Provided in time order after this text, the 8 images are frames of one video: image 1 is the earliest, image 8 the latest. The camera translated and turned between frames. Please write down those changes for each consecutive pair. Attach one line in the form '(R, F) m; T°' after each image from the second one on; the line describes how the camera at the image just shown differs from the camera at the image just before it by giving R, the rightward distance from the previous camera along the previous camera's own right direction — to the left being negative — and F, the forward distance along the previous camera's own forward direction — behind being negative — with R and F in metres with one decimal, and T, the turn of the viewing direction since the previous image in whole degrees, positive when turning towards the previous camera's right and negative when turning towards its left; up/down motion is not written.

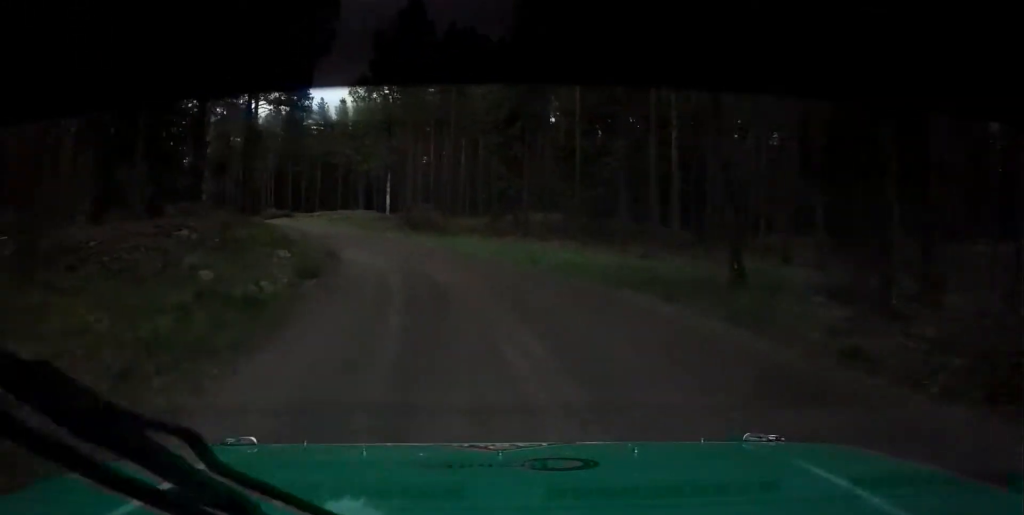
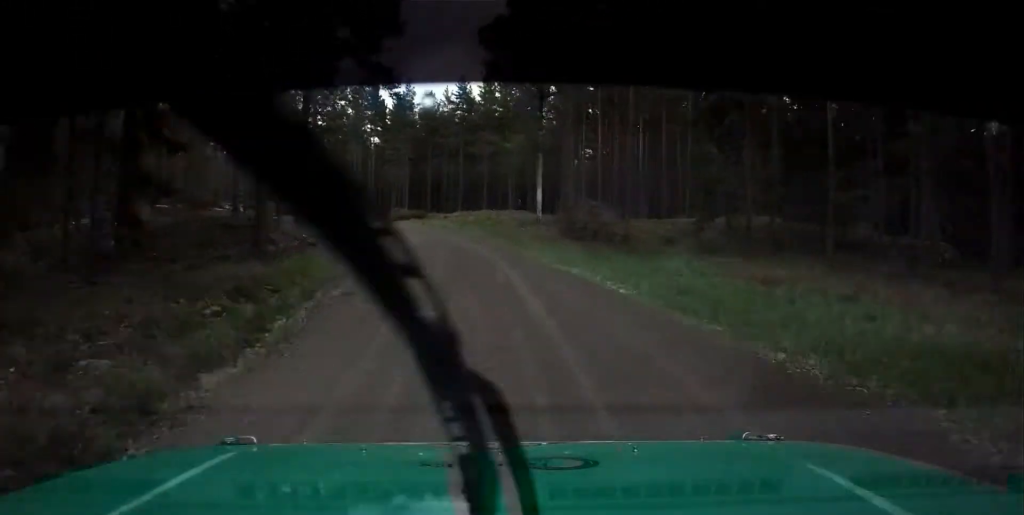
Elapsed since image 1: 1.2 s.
(-1.1, +21.1) m; -7°
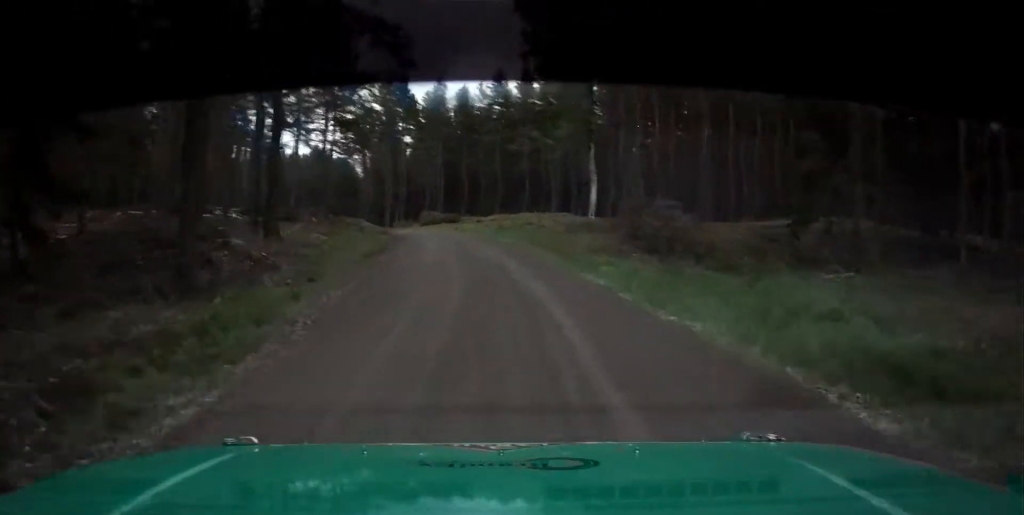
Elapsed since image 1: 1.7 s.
(-0.4, +8.9) m; -3°
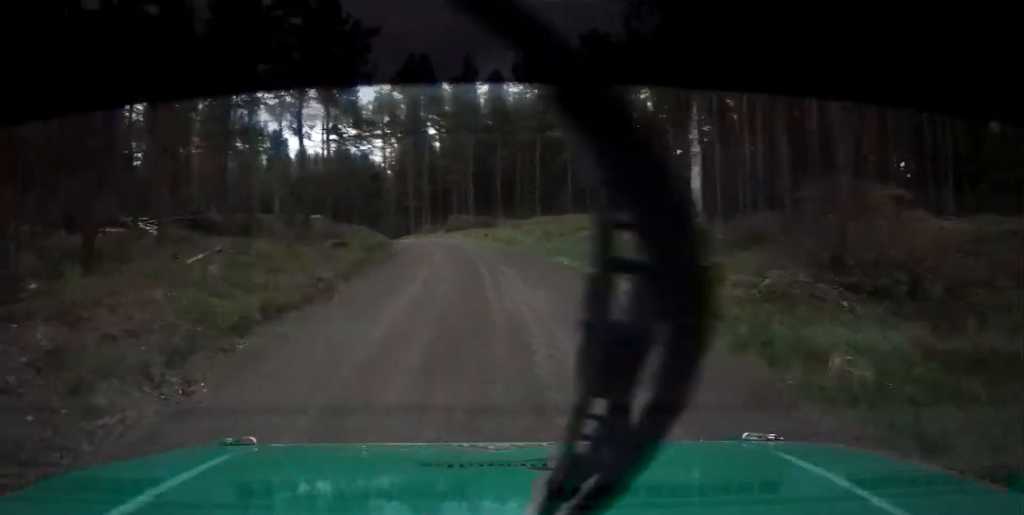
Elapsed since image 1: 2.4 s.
(-0.5, +15.0) m; -4°
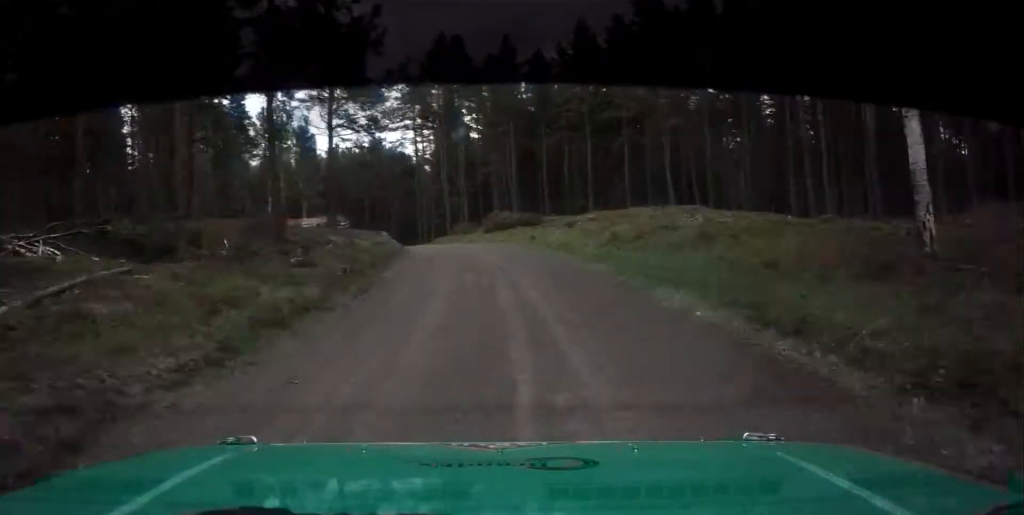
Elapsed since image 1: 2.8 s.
(-0.3, +10.9) m; -3°
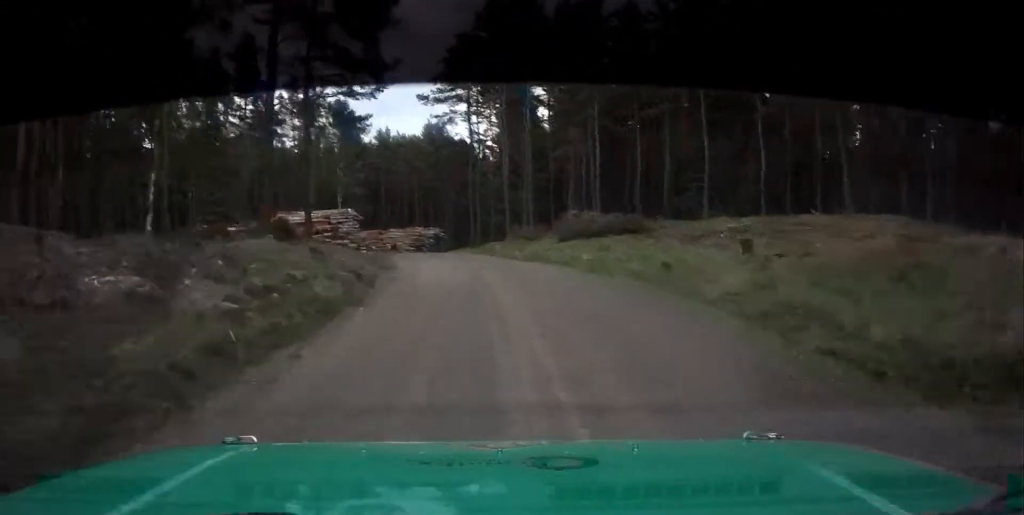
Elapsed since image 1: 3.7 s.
(-1.0, +21.4) m; -6°
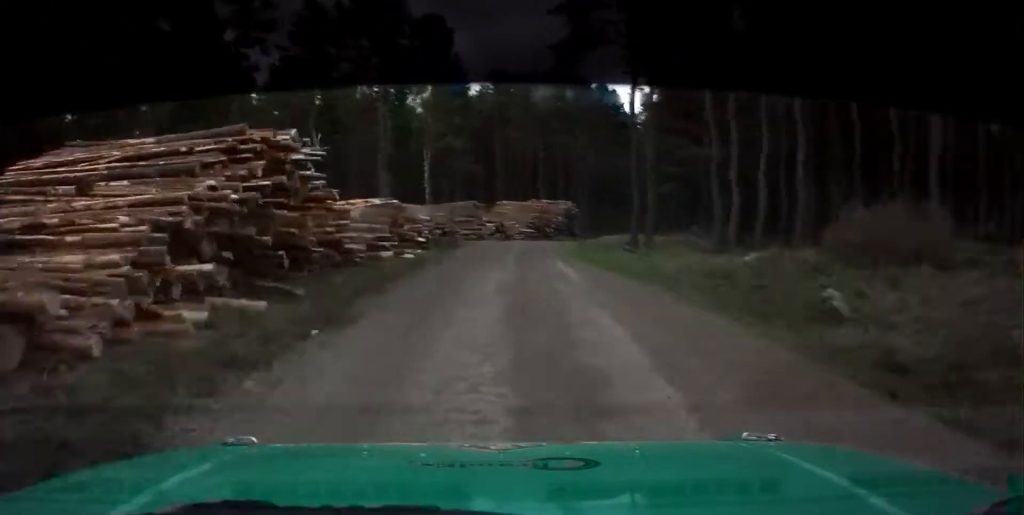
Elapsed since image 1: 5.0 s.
(-2.6, +35.8) m; -6°
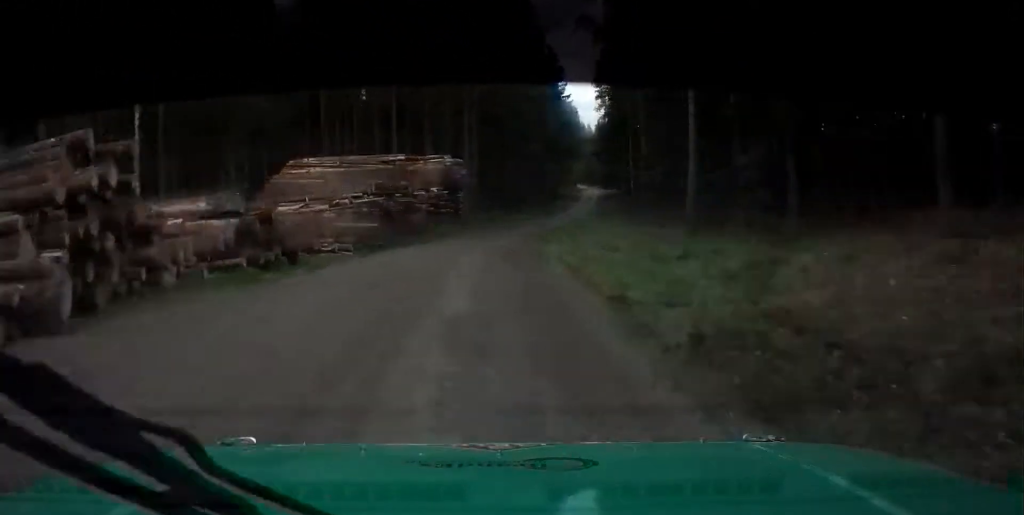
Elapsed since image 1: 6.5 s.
(+1.8, +44.1) m; +7°
